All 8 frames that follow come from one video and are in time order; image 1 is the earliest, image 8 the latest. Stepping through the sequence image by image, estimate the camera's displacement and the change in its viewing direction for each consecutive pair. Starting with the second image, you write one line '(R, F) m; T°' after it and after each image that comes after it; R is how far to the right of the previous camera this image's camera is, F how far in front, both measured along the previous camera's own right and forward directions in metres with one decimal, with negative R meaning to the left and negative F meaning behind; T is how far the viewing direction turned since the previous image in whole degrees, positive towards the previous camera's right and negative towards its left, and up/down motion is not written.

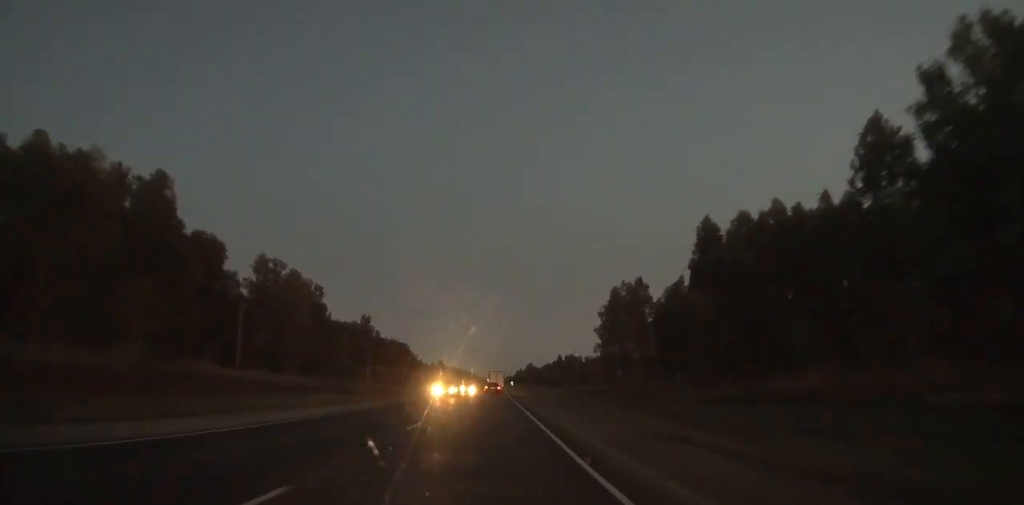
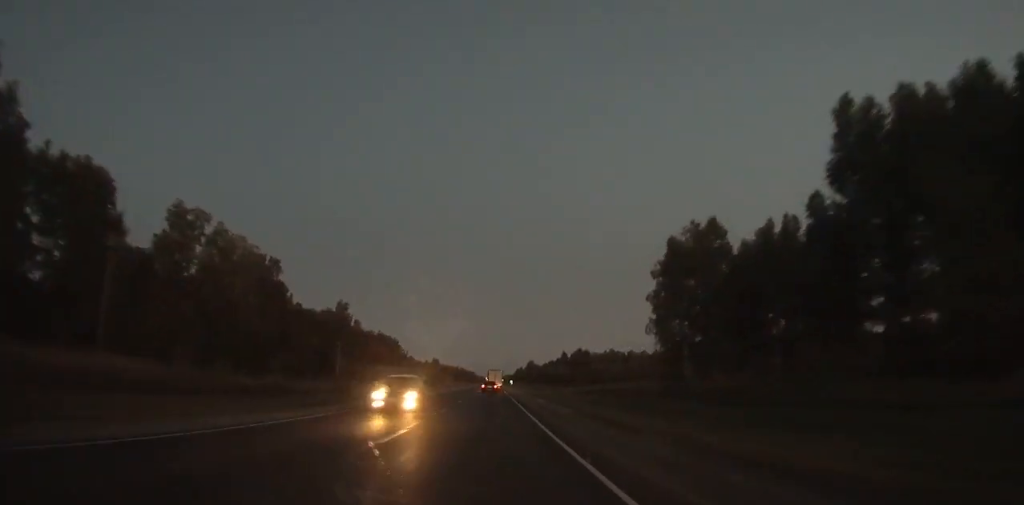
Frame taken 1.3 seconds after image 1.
(0.0, +27.7) m; 0°
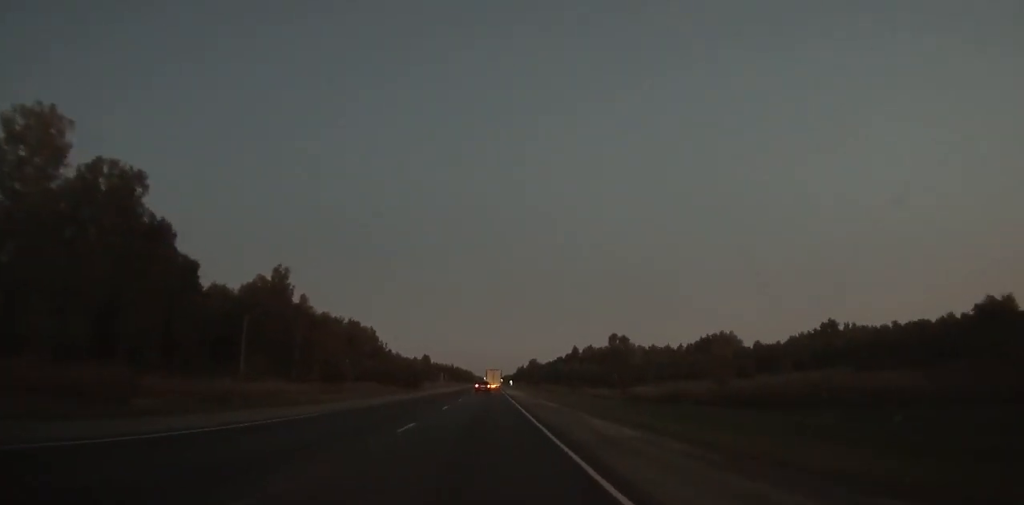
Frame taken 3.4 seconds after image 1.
(+0.1, +44.7) m; 0°
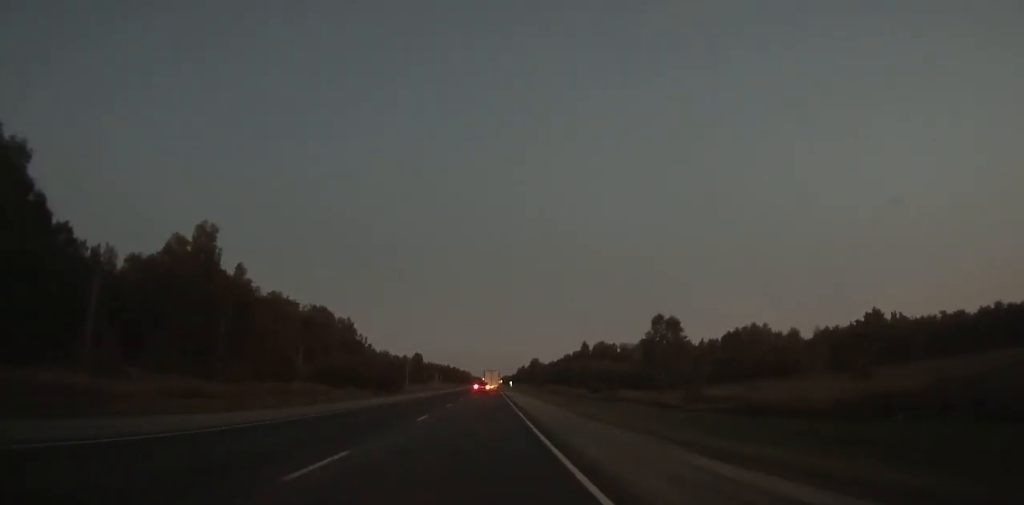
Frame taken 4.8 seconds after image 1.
(0.0, +29.7) m; 0°
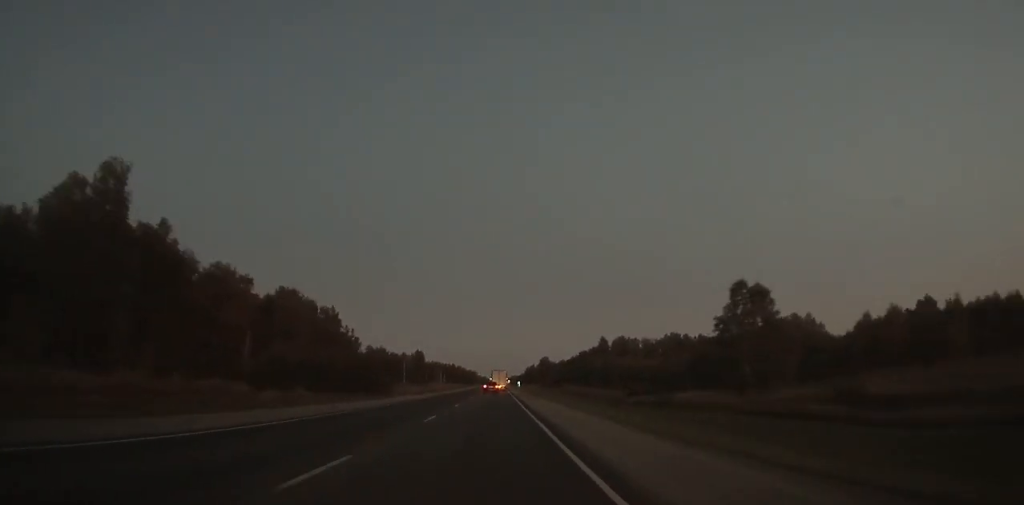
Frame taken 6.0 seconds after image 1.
(-0.1, +25.4) m; 0°
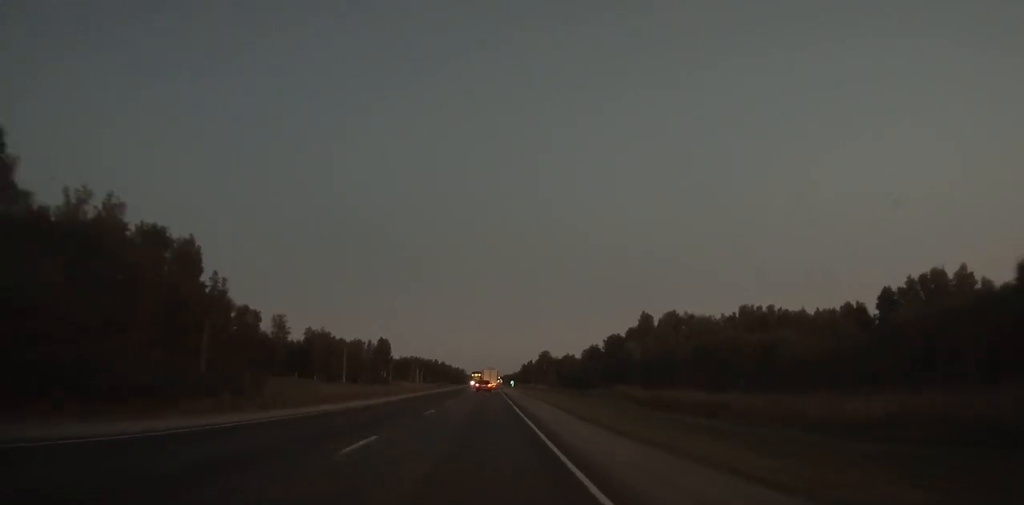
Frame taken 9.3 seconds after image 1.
(+0.1, +69.7) m; 0°
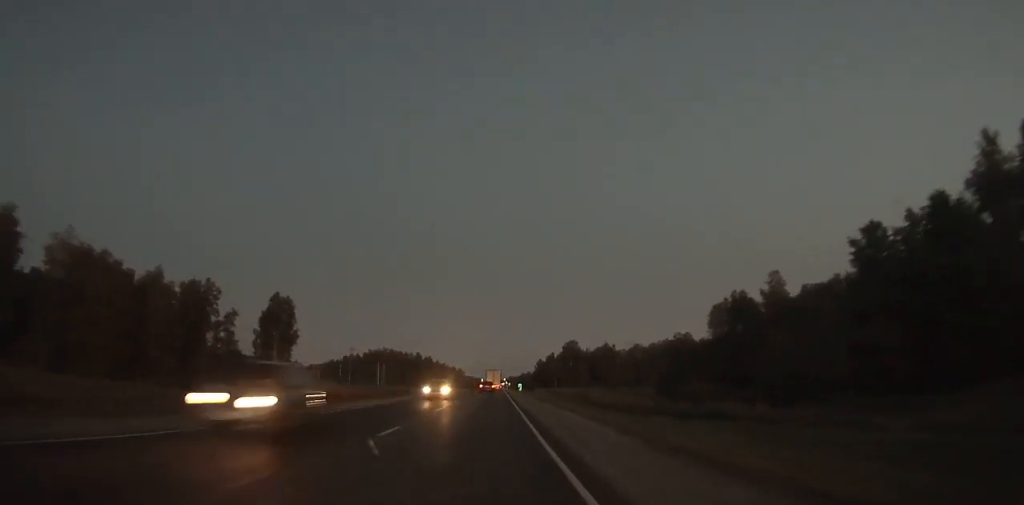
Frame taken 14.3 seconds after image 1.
(0.0, +105.2) m; 0°
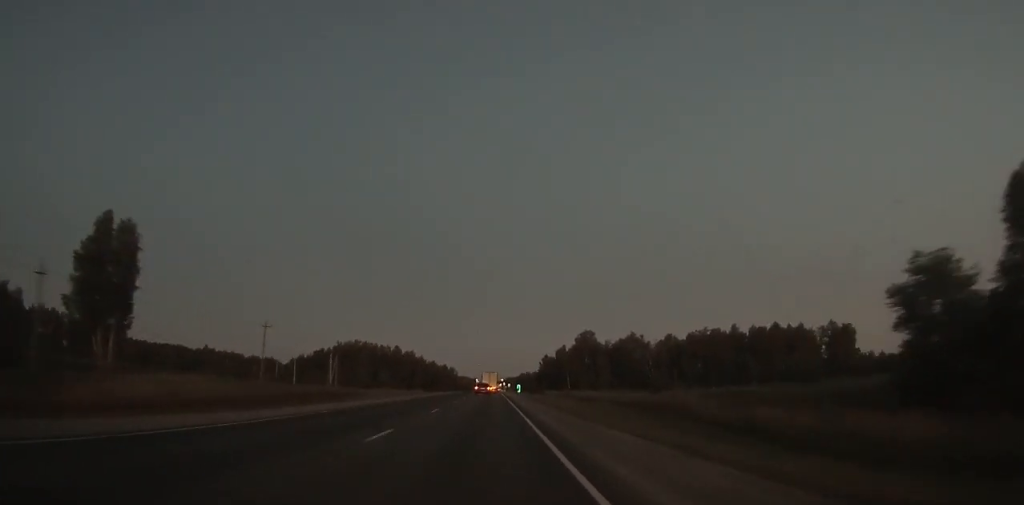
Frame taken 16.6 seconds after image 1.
(0.0, +48.1) m; 0°
